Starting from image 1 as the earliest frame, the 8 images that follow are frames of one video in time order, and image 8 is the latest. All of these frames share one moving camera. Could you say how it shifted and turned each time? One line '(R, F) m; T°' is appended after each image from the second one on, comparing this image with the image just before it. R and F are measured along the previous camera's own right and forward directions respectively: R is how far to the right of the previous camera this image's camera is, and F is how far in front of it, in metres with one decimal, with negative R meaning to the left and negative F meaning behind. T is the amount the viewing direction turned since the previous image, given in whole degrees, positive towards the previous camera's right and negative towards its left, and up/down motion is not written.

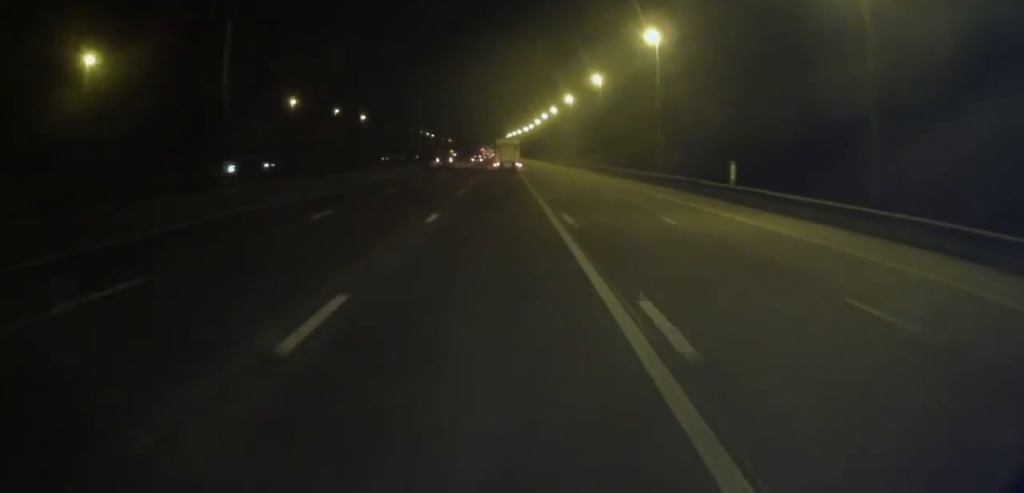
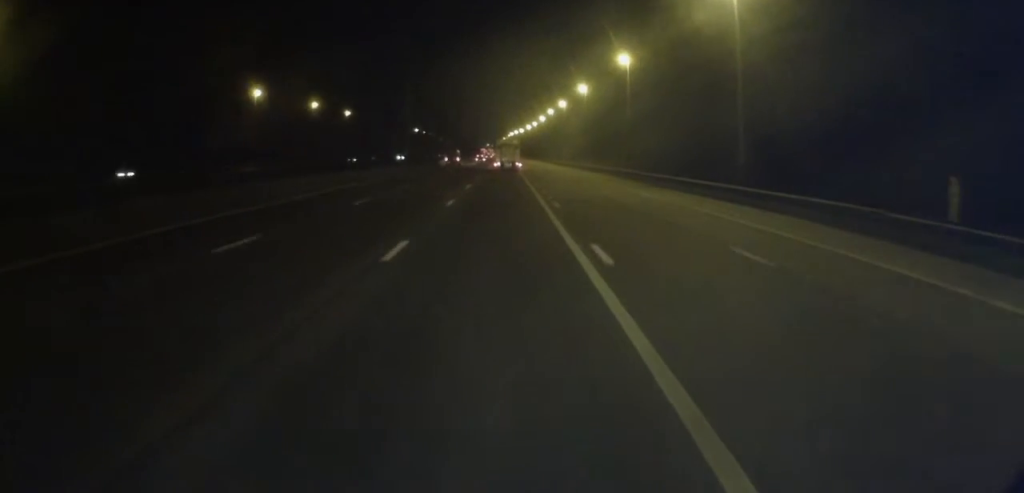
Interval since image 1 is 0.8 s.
(0.0, +19.6) m; -1°
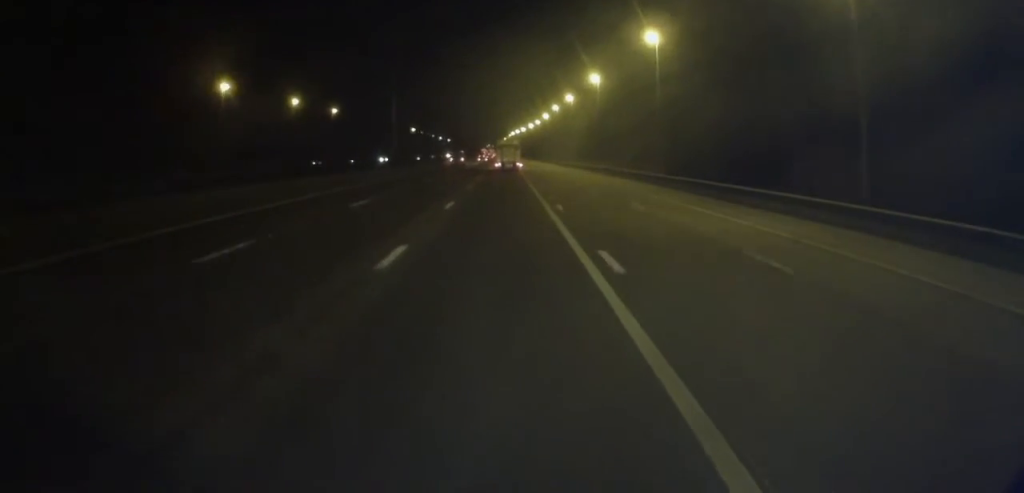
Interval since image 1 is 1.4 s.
(-0.2, +13.3) m; 0°
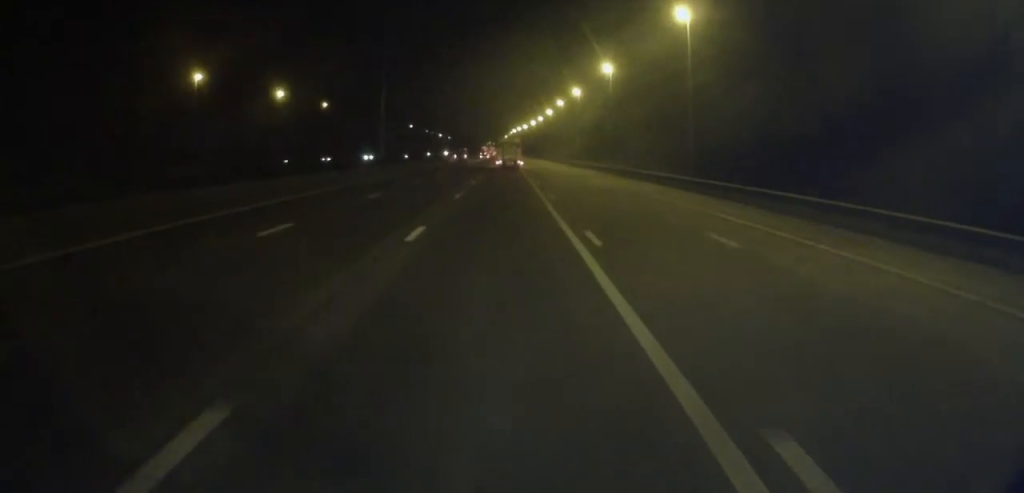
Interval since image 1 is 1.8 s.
(-0.2, +9.4) m; 0°
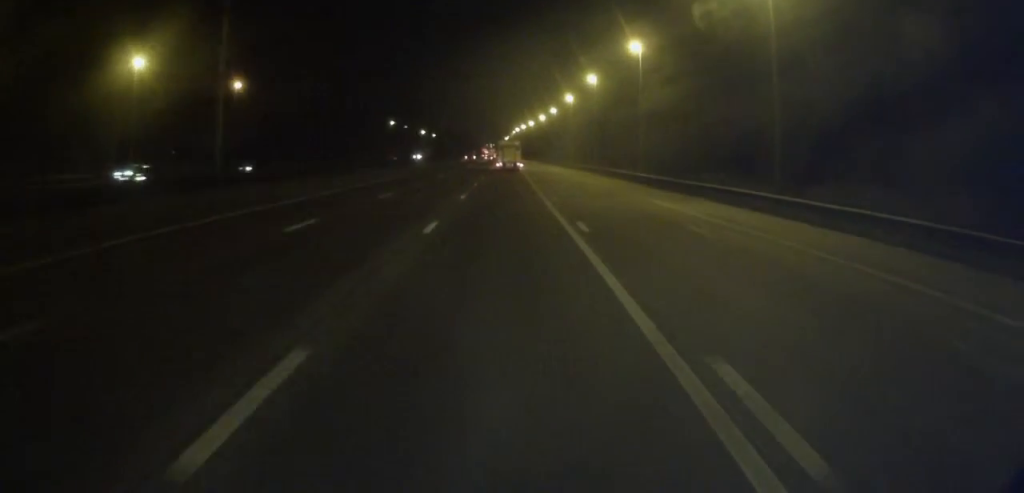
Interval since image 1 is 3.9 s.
(+0.9, +48.7) m; 0°
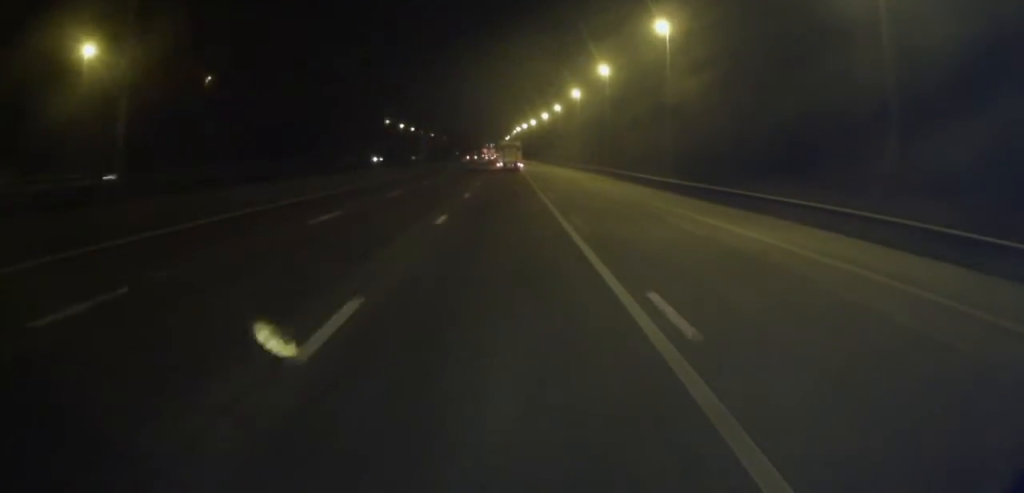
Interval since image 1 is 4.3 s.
(-0.1, +10.2) m; -1°
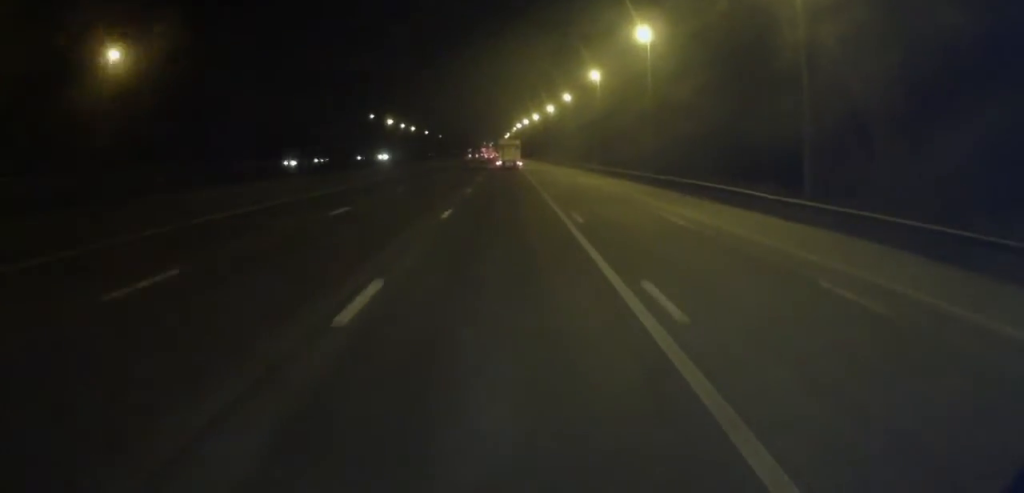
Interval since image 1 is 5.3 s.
(-0.4, +23.4) m; -1°
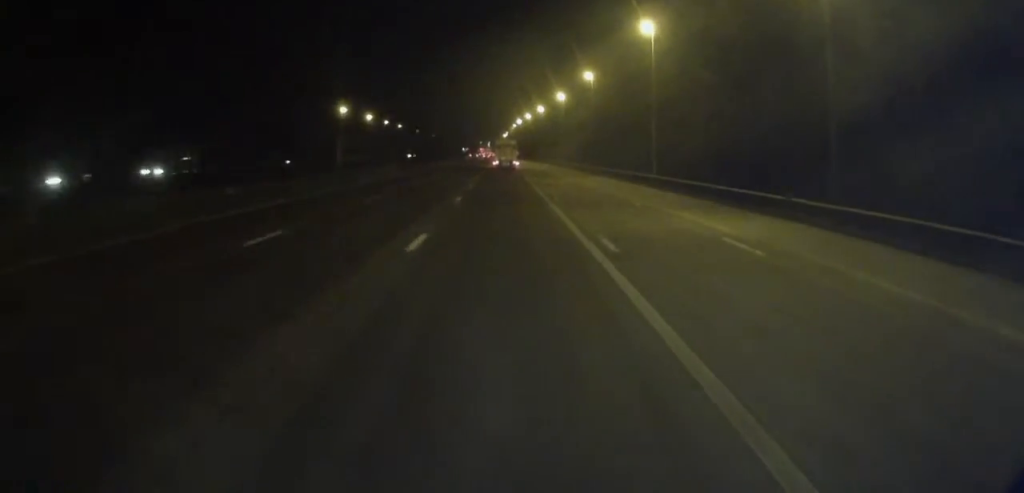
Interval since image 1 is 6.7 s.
(0.0, +32.0) m; 0°
